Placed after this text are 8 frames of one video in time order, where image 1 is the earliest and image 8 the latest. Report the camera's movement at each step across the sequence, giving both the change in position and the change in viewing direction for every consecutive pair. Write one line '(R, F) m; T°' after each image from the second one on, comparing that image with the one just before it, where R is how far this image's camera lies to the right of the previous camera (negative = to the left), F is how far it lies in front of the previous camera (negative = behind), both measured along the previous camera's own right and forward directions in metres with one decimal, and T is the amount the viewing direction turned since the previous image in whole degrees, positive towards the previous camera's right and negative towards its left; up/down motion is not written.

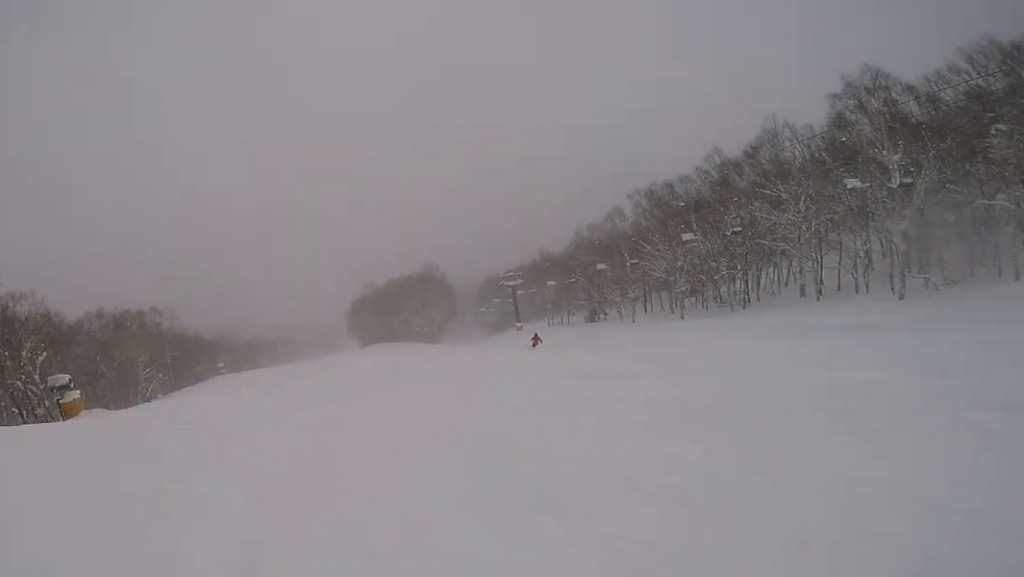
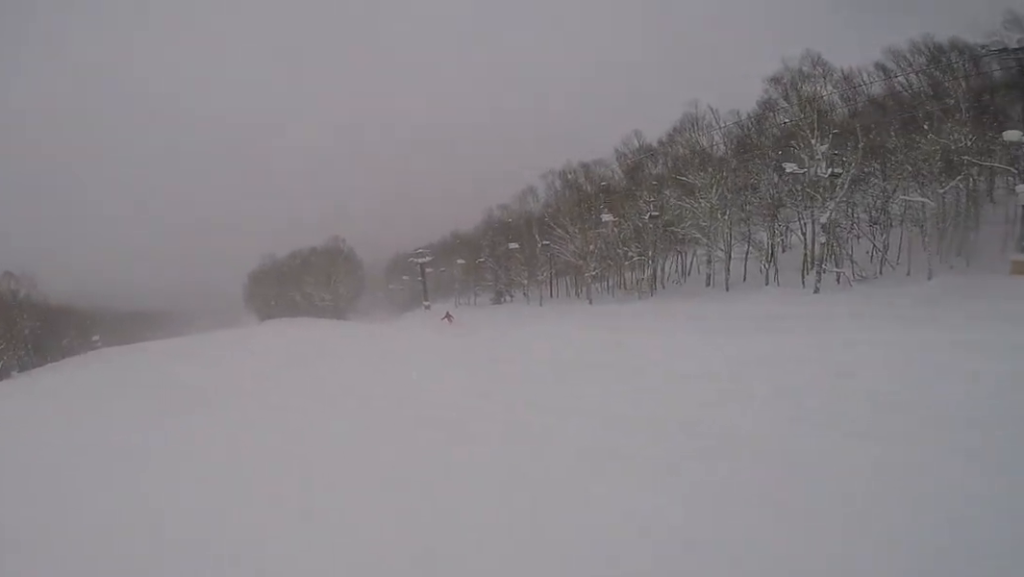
(+1.0, +3.8) m; +9°
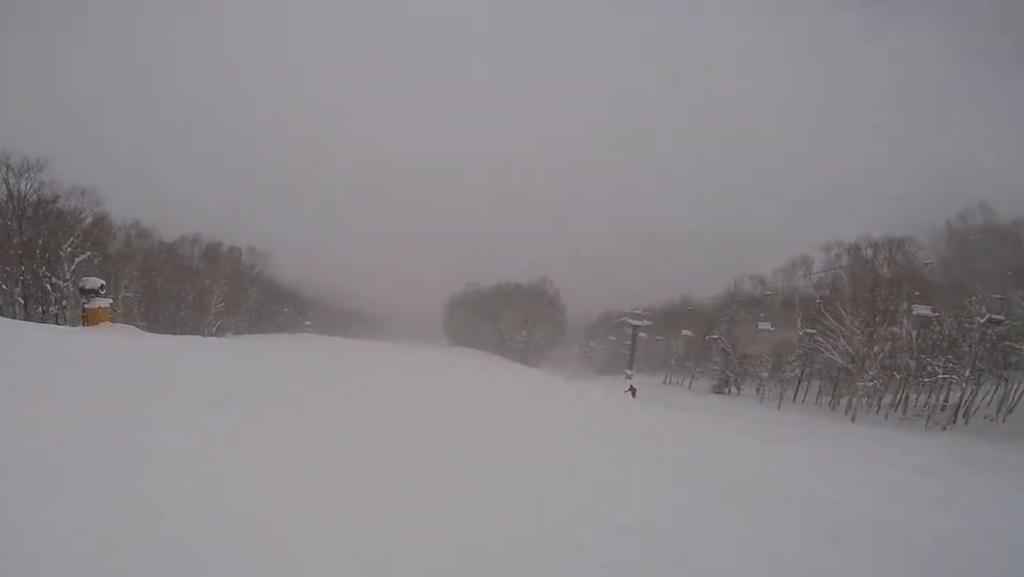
(-0.2, +3.6) m; -13°
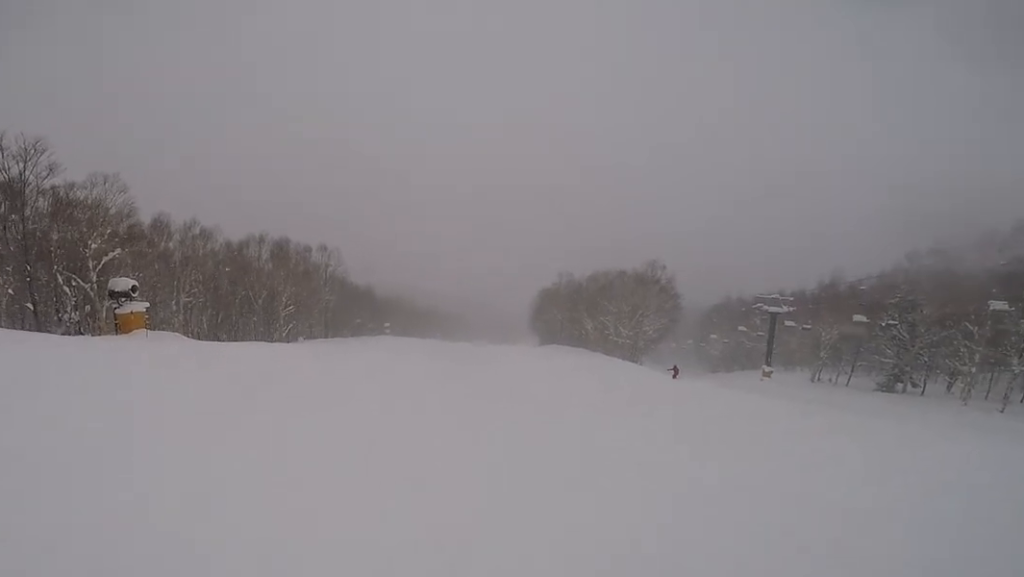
(-1.6, +6.5) m; -18°
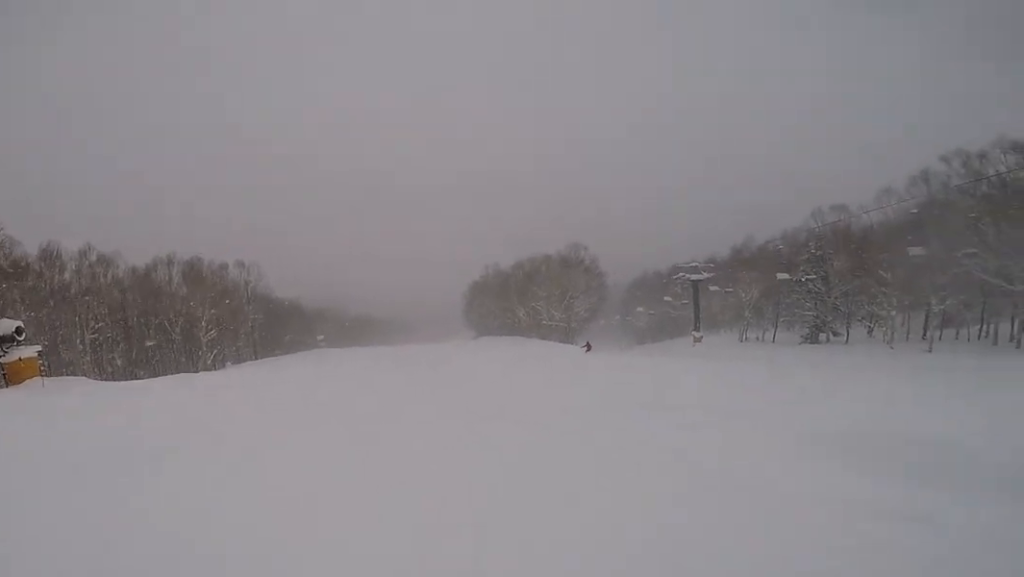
(-0.2, +2.3) m; +6°
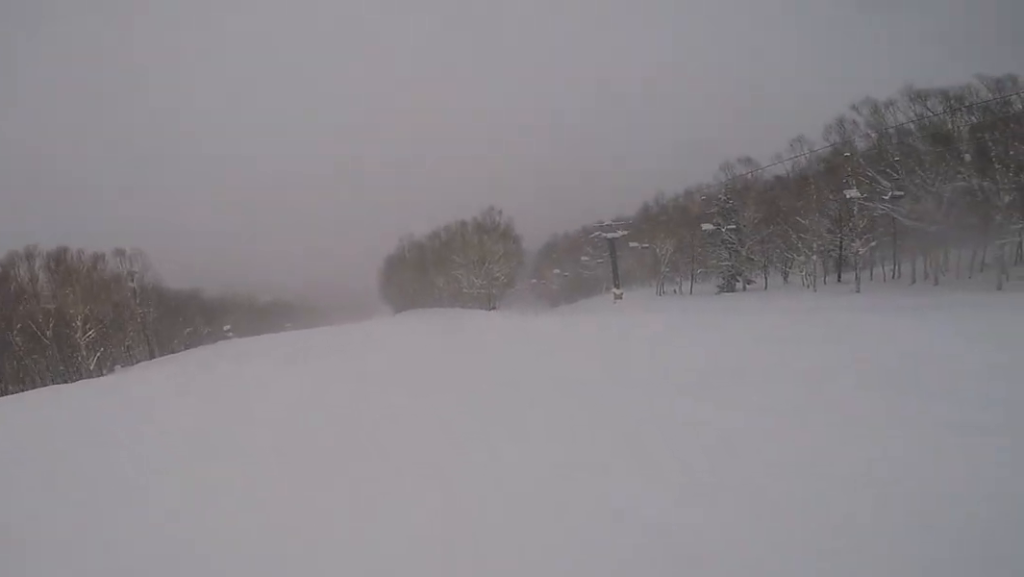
(+0.2, +4.0) m; +11°
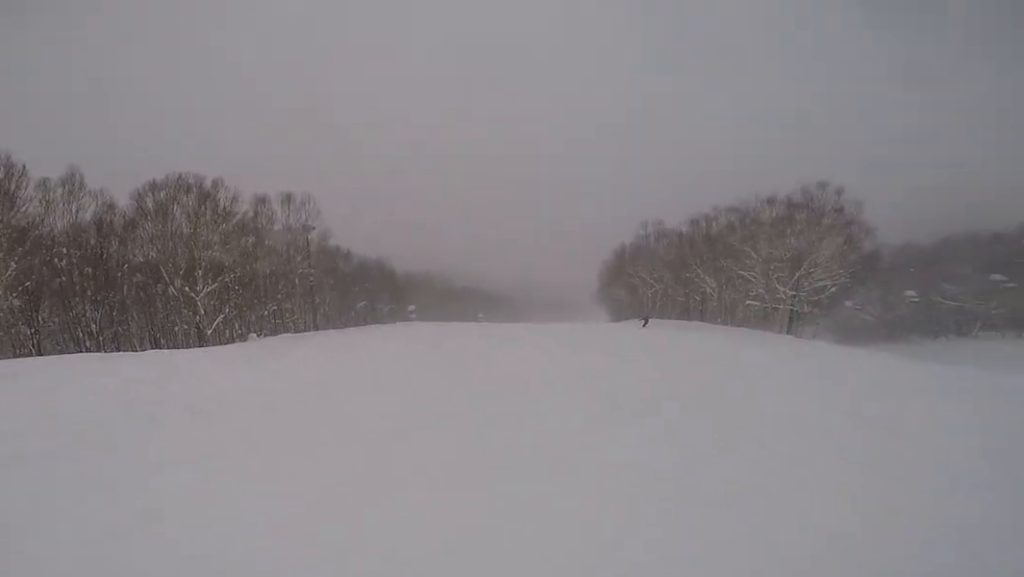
(+1.3, +17.1) m; -21°
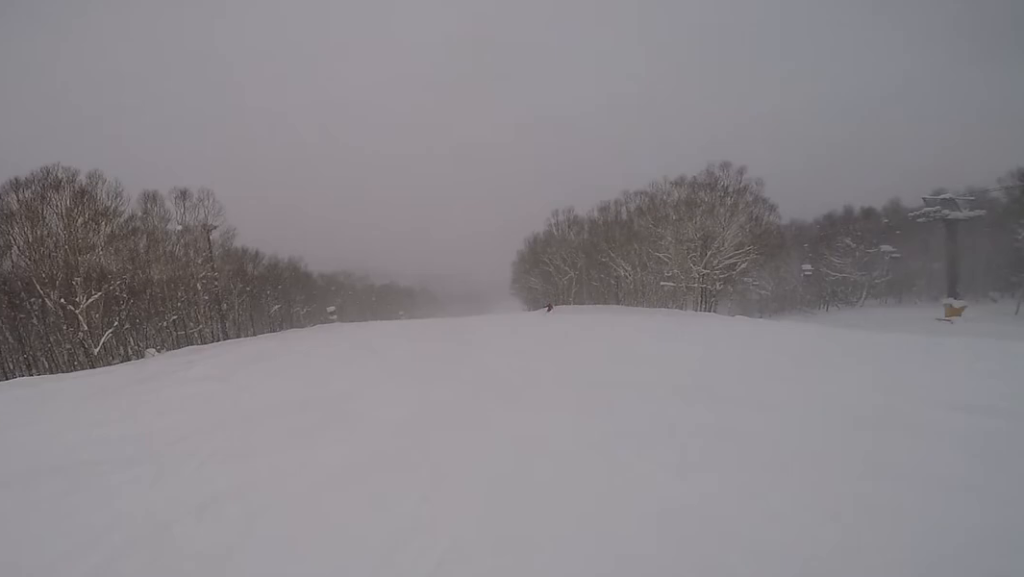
(-1.1, +2.7) m; +1°
